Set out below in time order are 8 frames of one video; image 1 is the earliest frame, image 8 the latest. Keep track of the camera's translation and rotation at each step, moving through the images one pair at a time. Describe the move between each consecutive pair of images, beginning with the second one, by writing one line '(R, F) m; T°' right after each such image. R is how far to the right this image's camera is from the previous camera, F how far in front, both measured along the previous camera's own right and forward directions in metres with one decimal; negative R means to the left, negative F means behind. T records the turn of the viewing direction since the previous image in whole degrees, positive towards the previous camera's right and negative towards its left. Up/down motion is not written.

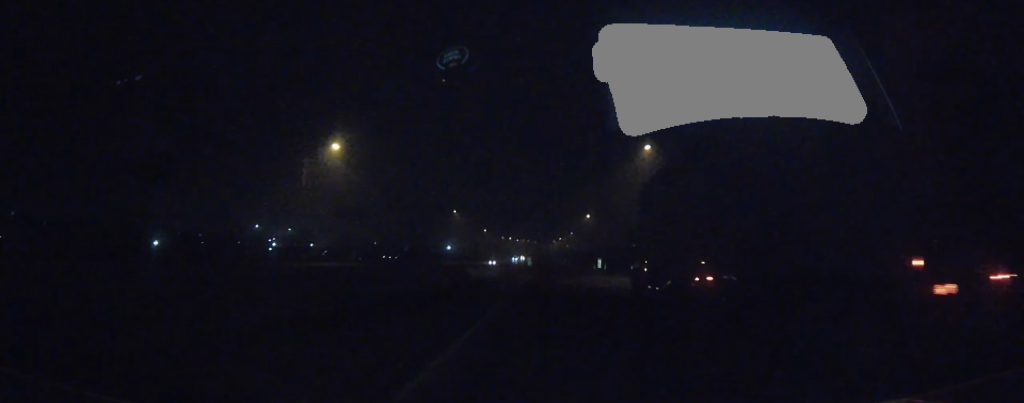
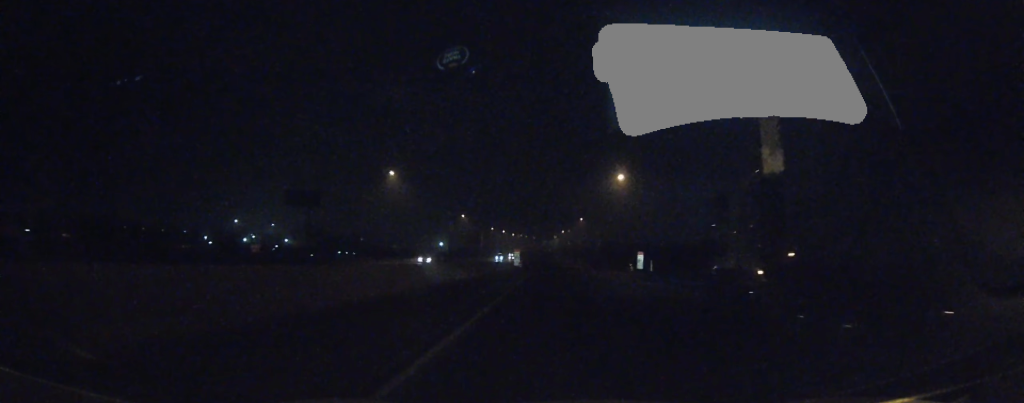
(+0.5, +62.9) m; 0°
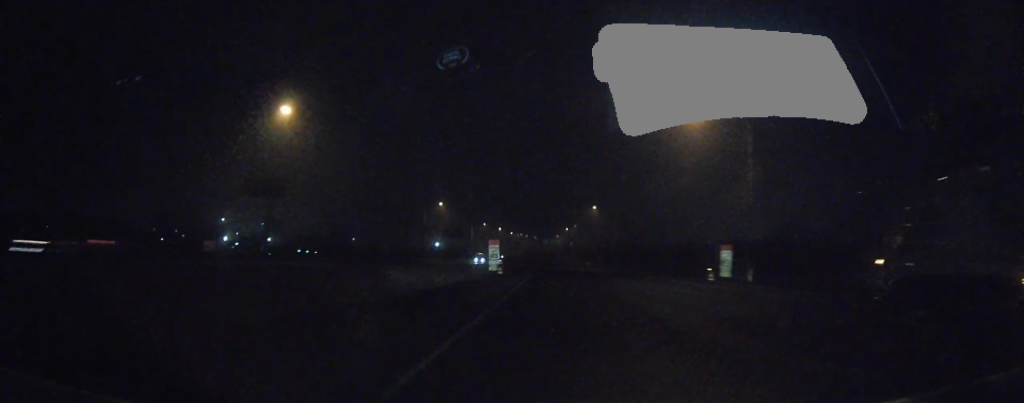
(-0.4, +41.0) m; 0°
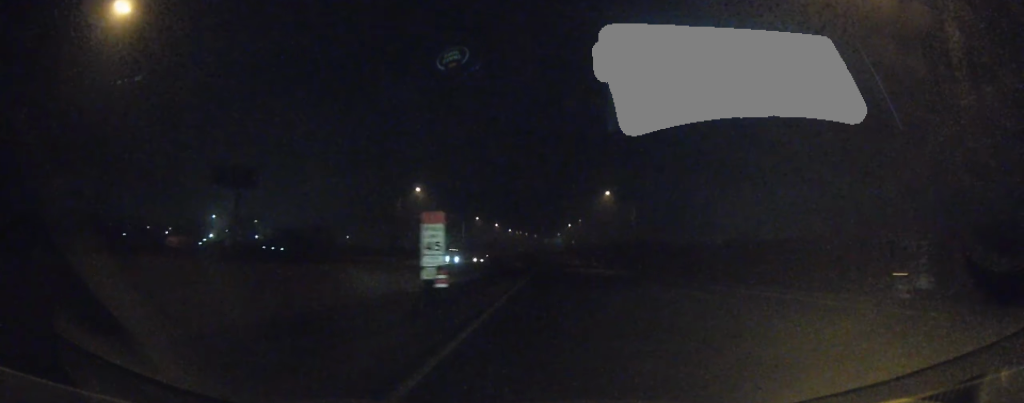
(+0.3, +25.8) m; 0°
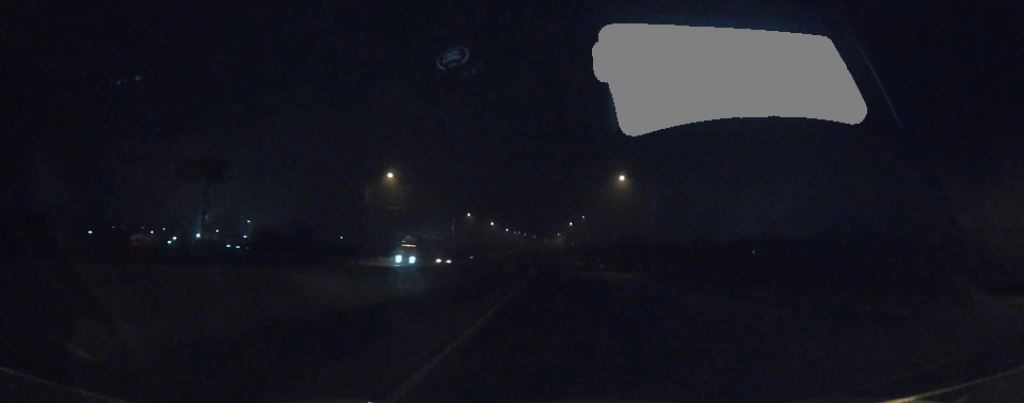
(+0.3, +20.1) m; 0°
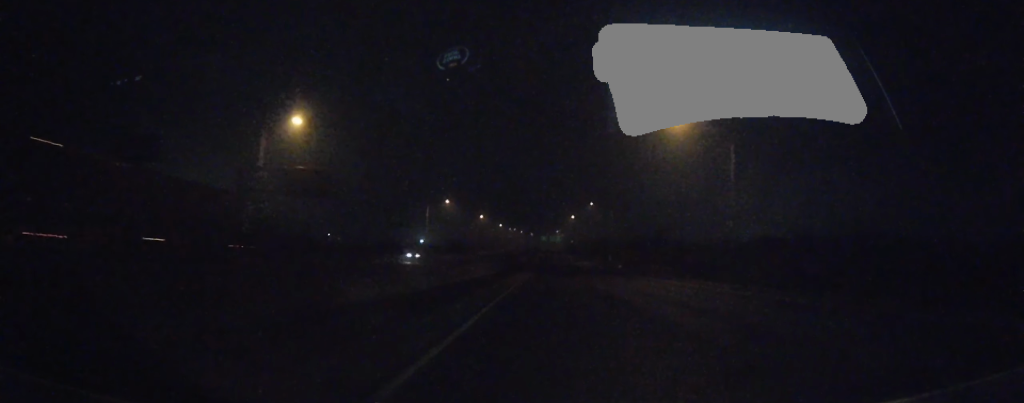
(-0.7, +36.0) m; -1°
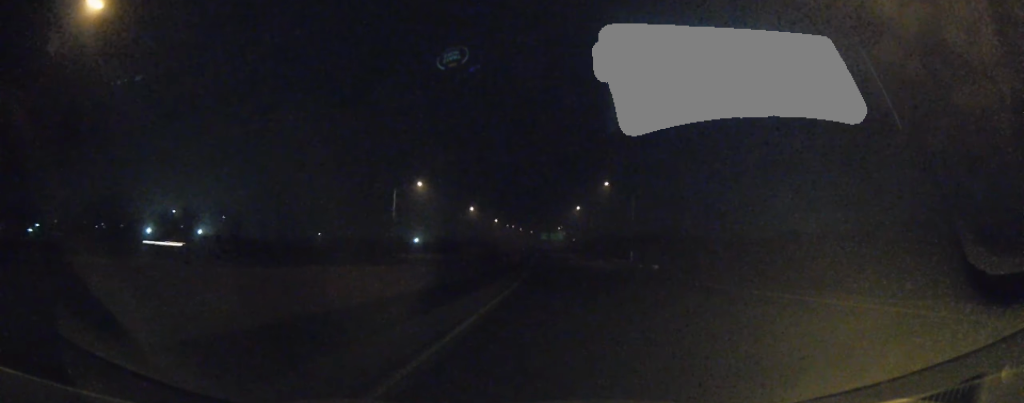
(0.0, +32.0) m; 0°
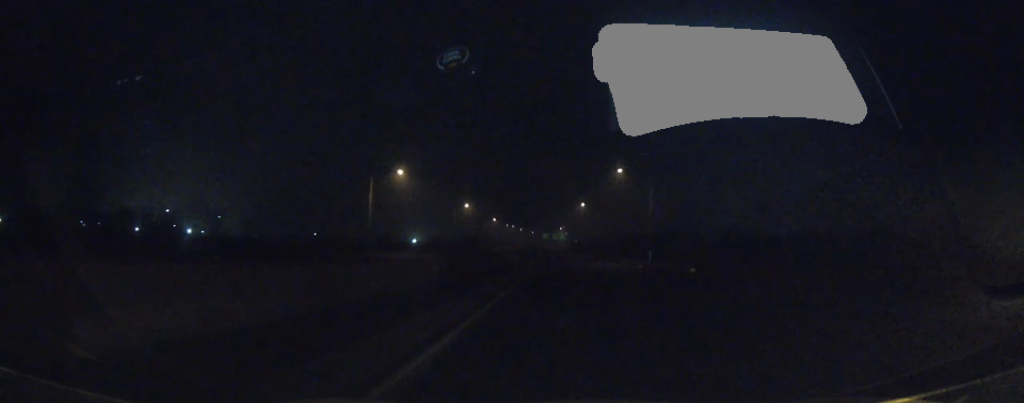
(0.0, +16.1) m; +1°
